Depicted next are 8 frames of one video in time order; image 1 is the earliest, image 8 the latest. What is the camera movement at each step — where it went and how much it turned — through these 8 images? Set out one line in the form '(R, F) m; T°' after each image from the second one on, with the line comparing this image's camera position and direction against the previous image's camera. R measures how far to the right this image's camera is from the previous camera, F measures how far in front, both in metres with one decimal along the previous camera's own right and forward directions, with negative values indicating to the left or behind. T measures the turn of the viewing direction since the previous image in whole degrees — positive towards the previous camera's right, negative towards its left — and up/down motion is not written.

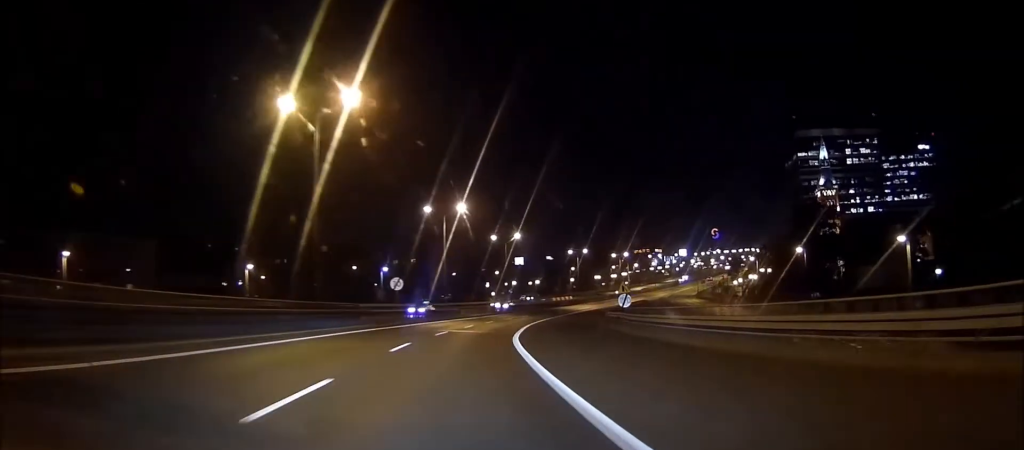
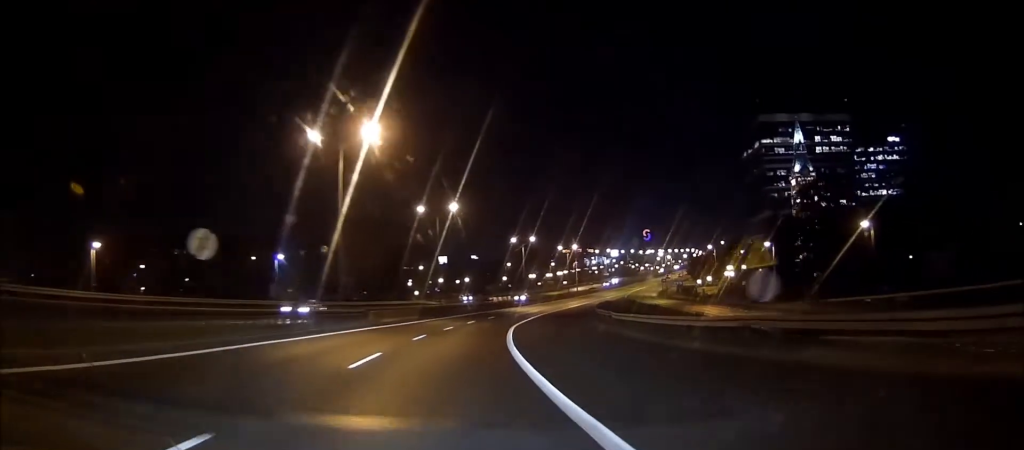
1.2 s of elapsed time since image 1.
(+1.4, +29.5) m; +6°
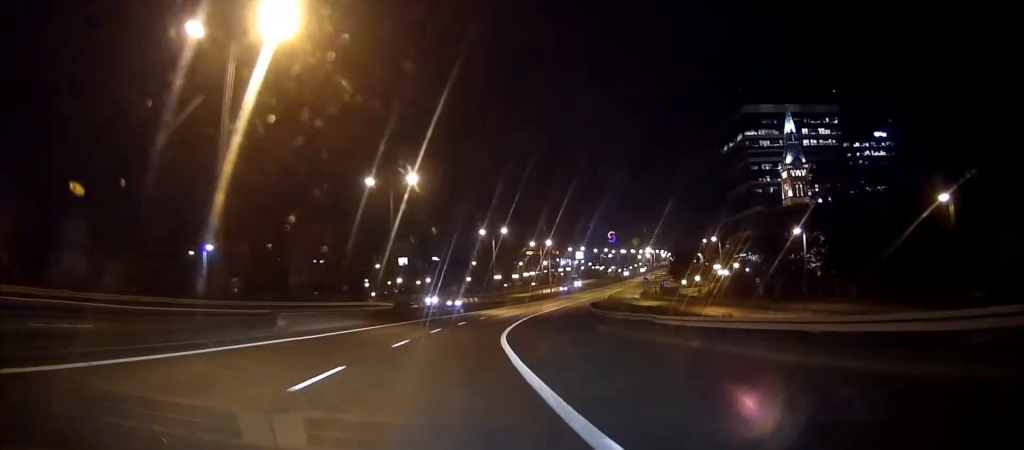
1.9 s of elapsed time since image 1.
(+0.6, +17.2) m; +4°
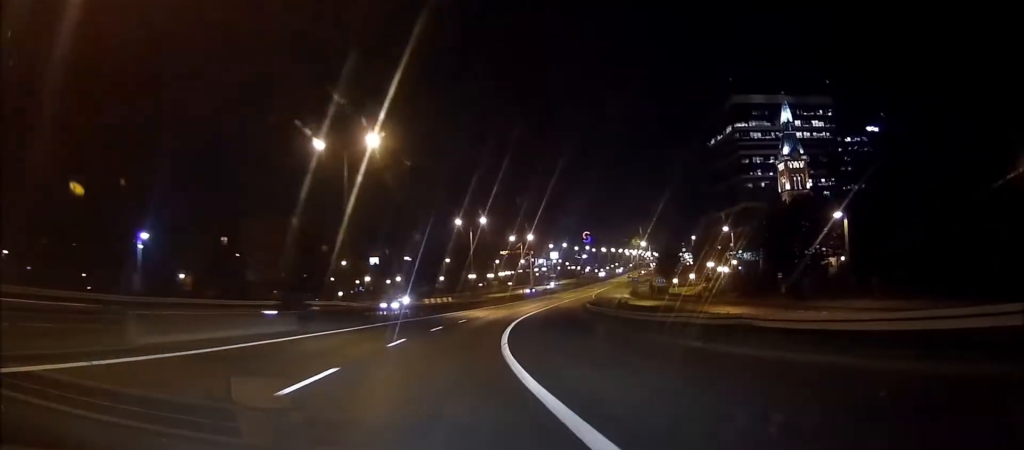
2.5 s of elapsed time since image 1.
(+0.4, +13.1) m; +2°
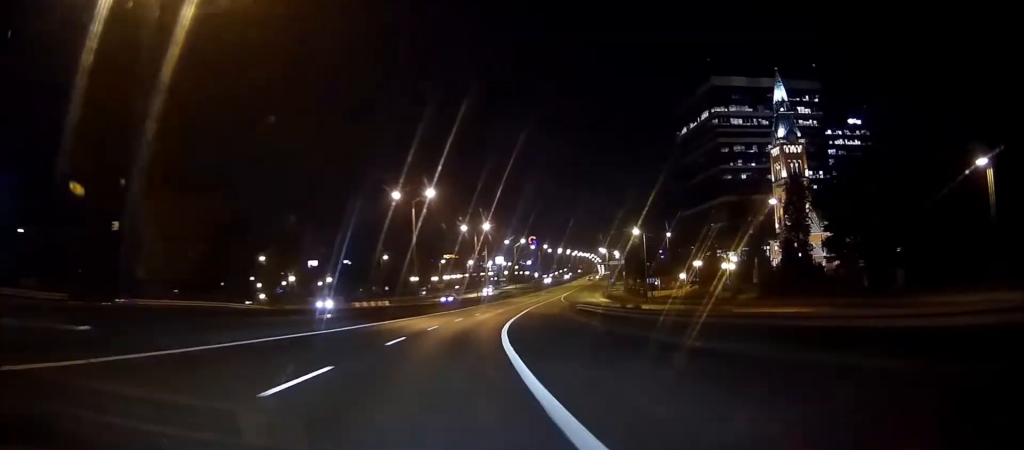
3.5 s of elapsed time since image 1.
(+0.9, +25.2) m; +3°
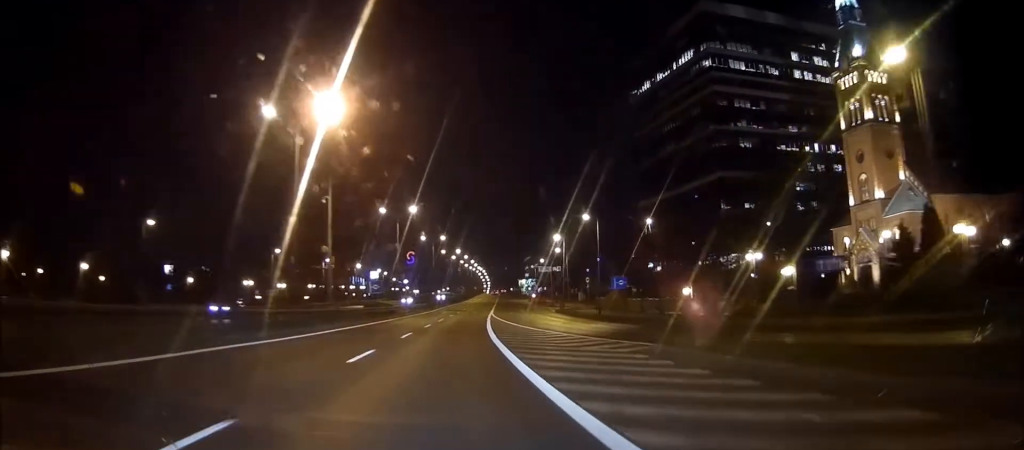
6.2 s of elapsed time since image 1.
(+3.3, +65.5) m; +5°
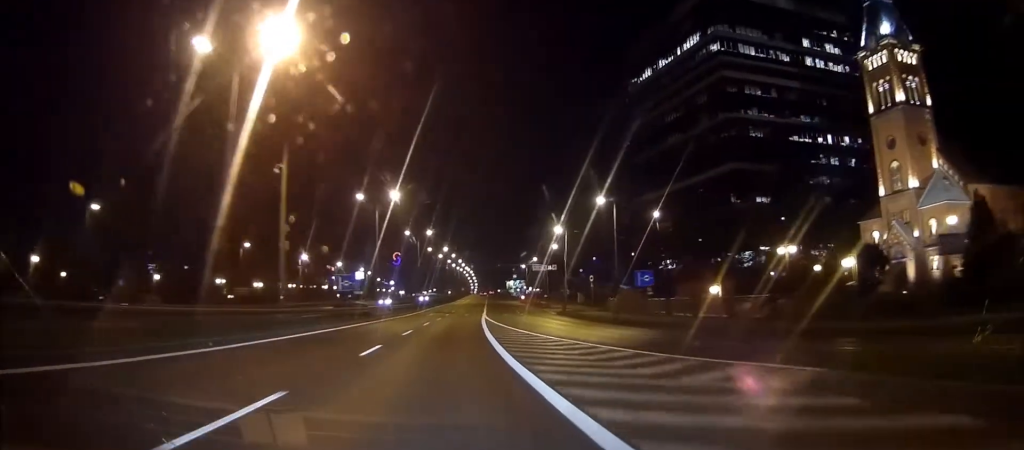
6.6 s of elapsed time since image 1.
(+0.1, +9.5) m; 0°
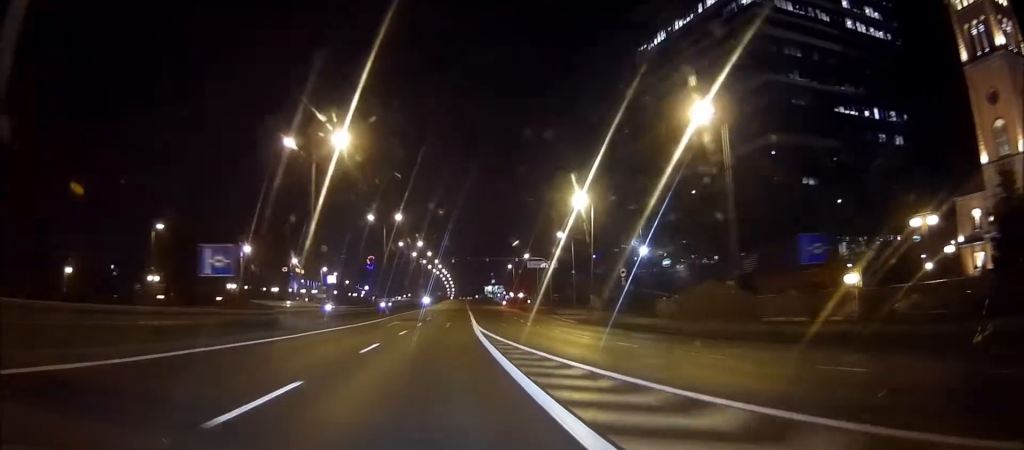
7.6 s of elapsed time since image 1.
(+0.1, +22.1) m; 0°
